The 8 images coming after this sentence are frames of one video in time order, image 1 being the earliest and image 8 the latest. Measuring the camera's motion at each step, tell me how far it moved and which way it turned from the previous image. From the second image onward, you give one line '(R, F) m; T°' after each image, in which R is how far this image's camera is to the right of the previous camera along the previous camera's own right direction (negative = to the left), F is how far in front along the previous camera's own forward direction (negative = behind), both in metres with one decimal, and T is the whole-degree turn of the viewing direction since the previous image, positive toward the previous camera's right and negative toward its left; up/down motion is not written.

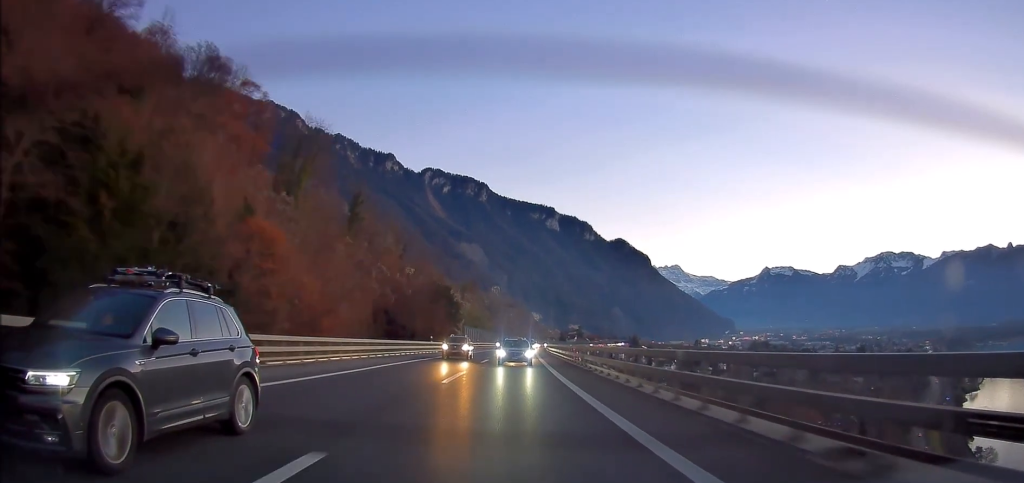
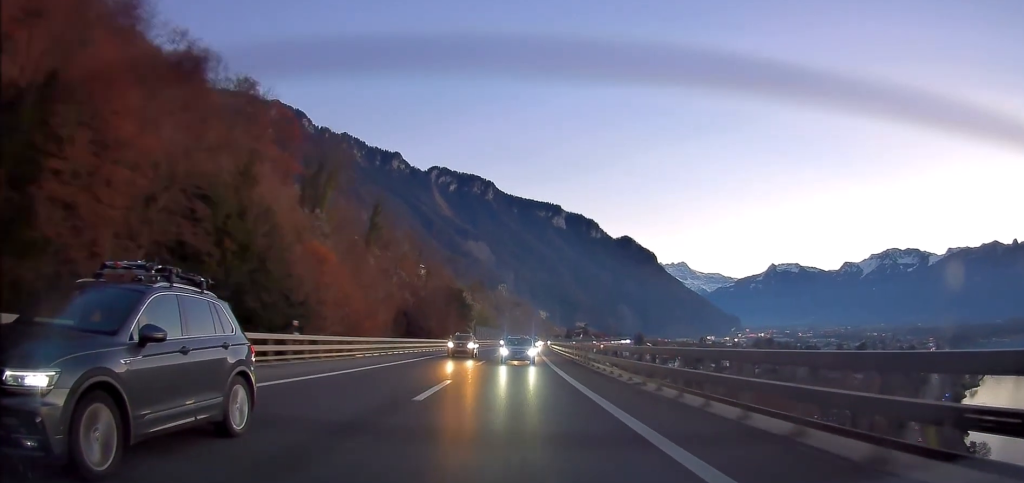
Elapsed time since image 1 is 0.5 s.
(0.0, +12.1) m; 0°
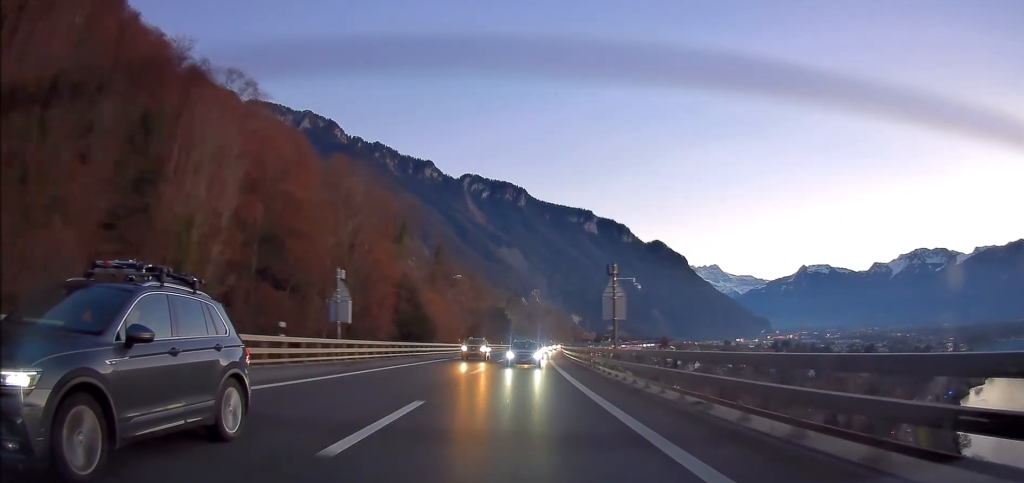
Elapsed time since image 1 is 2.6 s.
(-1.0, +47.8) m; -3°
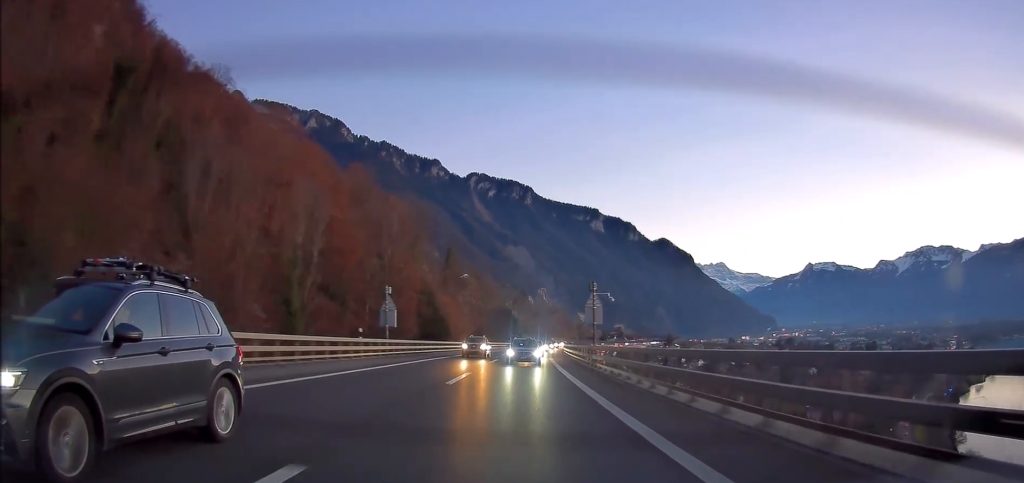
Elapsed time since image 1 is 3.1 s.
(-0.1, +11.0) m; -1°
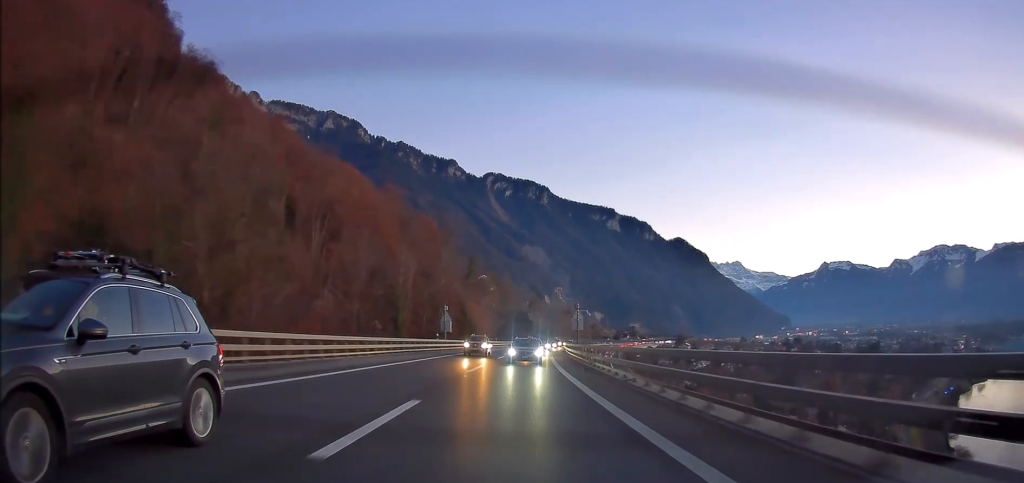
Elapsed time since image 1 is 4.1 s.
(-0.2, +24.6) m; -1°
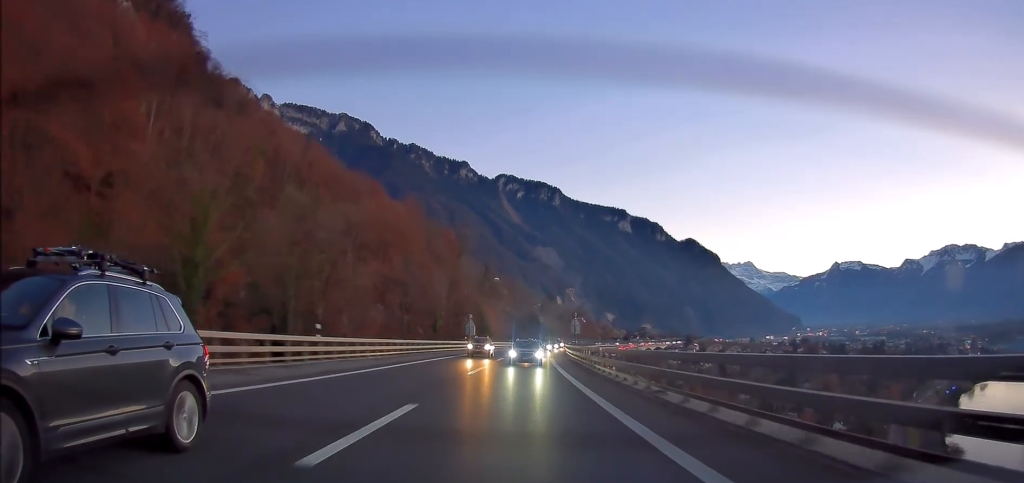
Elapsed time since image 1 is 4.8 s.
(-0.3, +17.7) m; -1°
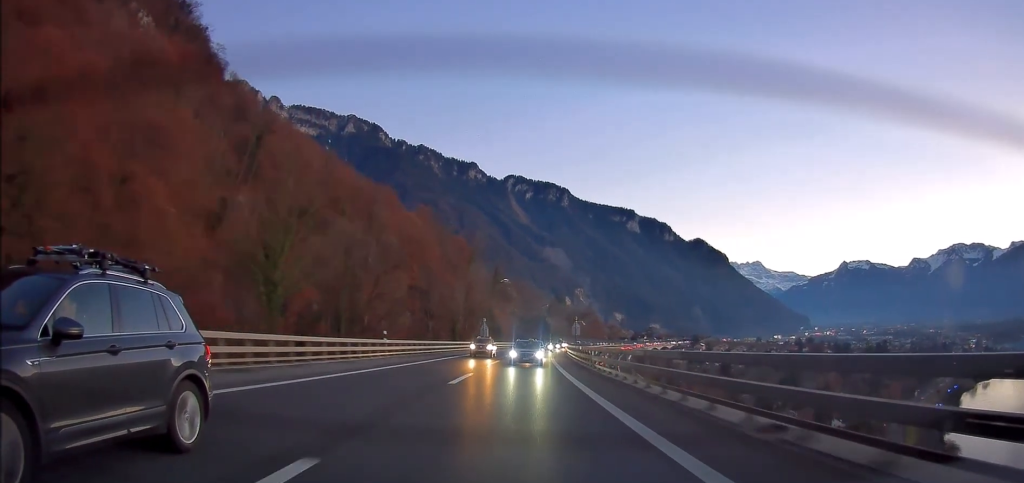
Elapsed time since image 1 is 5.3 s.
(-0.1, +12.1) m; -1°
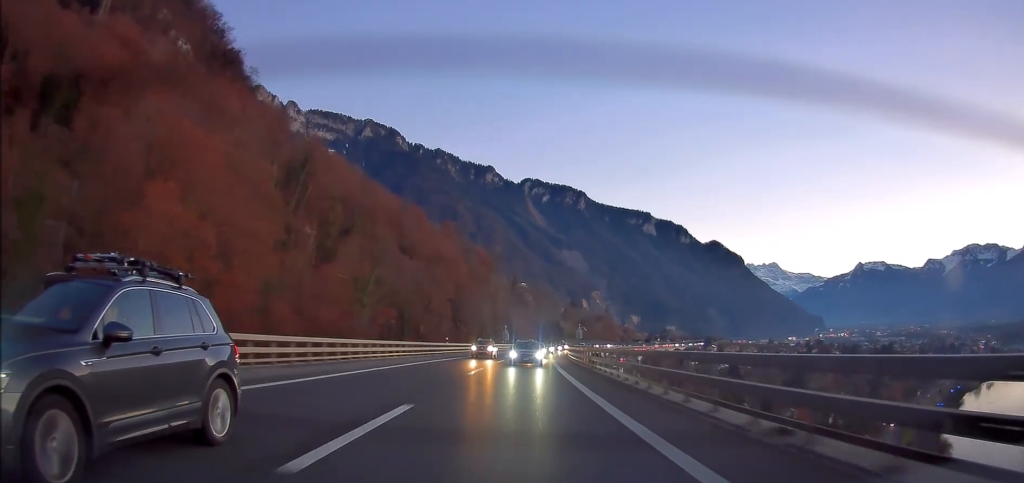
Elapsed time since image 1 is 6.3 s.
(-0.3, +23.7) m; -2°
